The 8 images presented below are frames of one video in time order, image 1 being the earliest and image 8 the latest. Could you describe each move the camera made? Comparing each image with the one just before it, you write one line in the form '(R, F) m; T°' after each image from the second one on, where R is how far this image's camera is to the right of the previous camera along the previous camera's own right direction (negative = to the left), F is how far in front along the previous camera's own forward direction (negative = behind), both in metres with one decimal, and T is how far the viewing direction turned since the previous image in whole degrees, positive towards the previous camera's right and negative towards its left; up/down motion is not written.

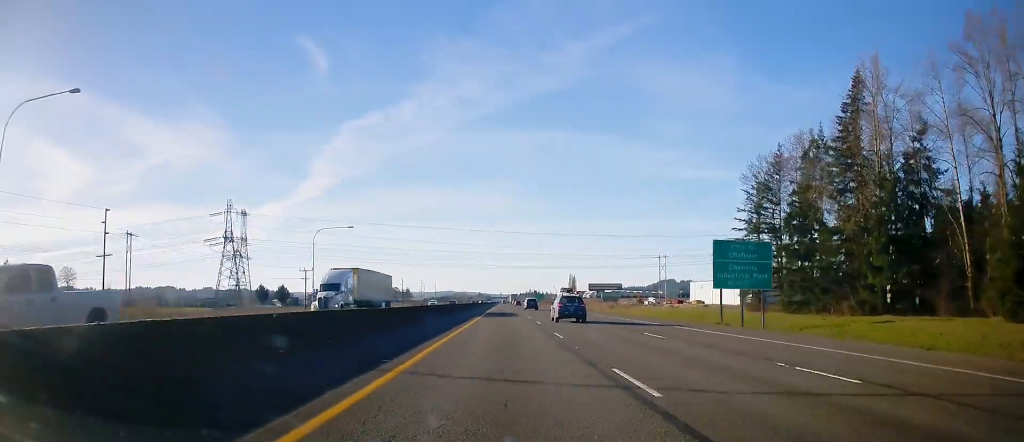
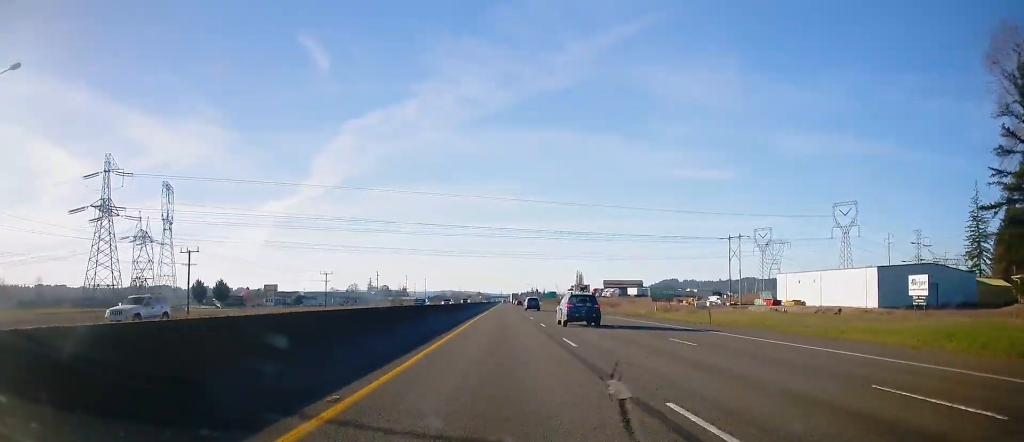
(+0.4, +64.7) m; +1°
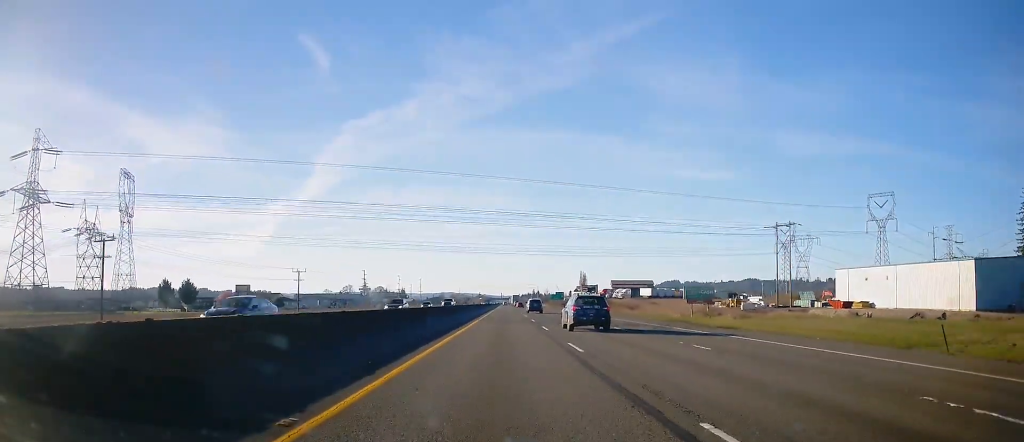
(+0.4, +25.7) m; 0°
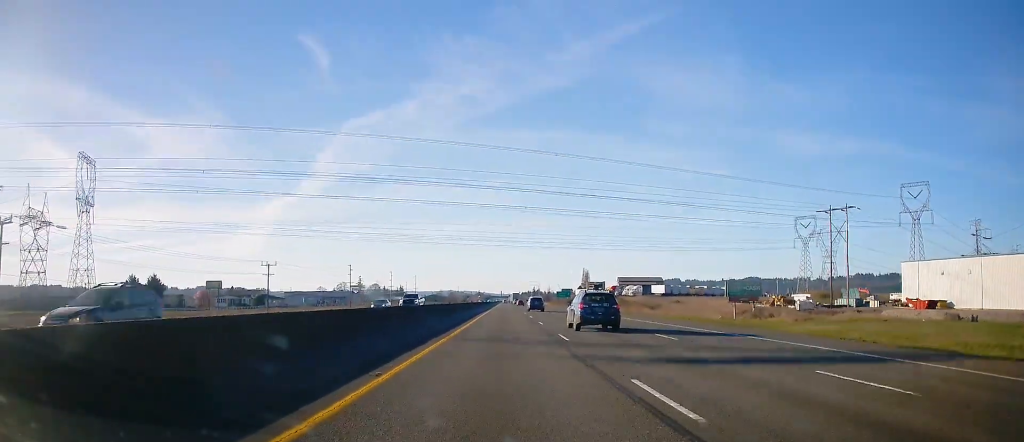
(-0.6, +21.2) m; 0°
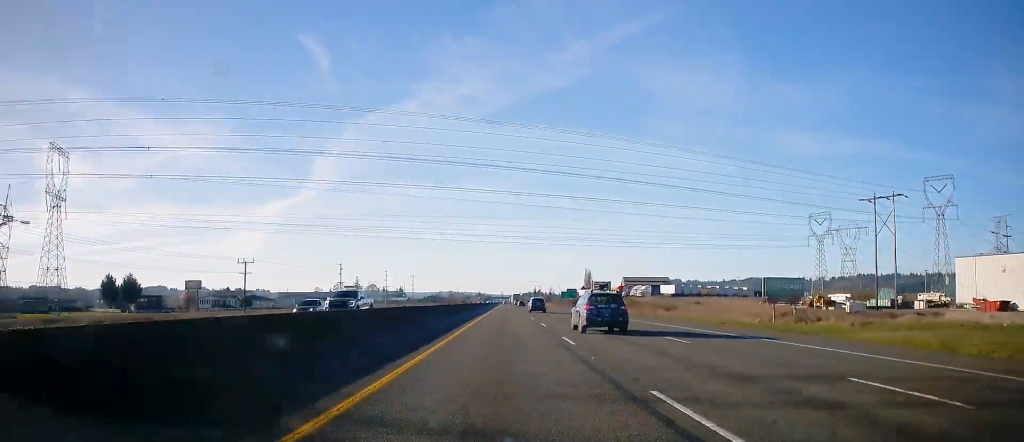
(-0.2, +13.4) m; 0°
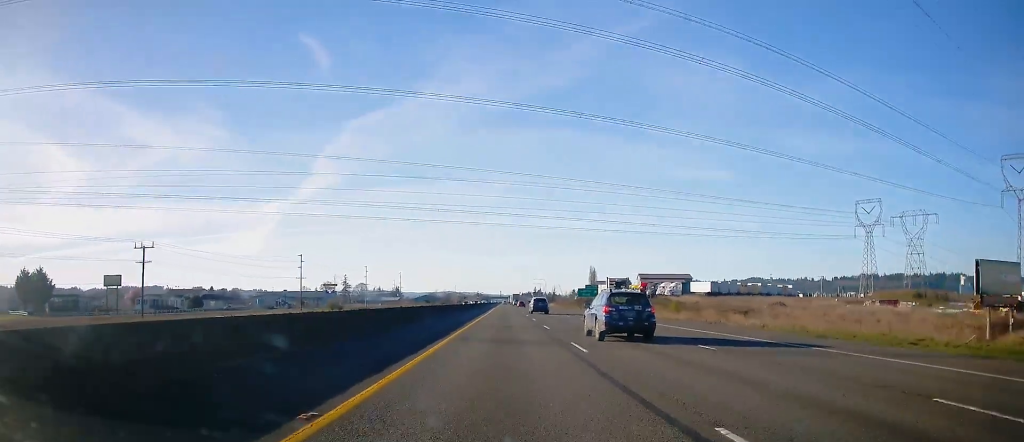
(+0.4, +38.9) m; 0°
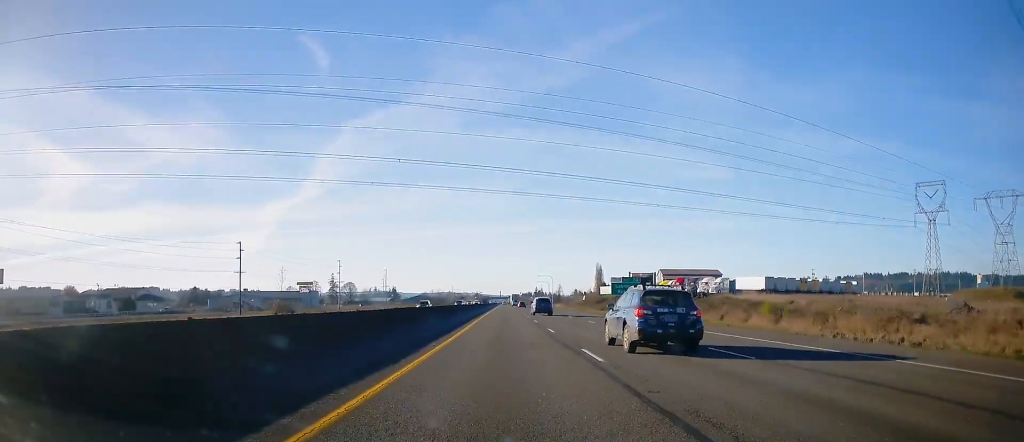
(-0.3, +38.9) m; 0°
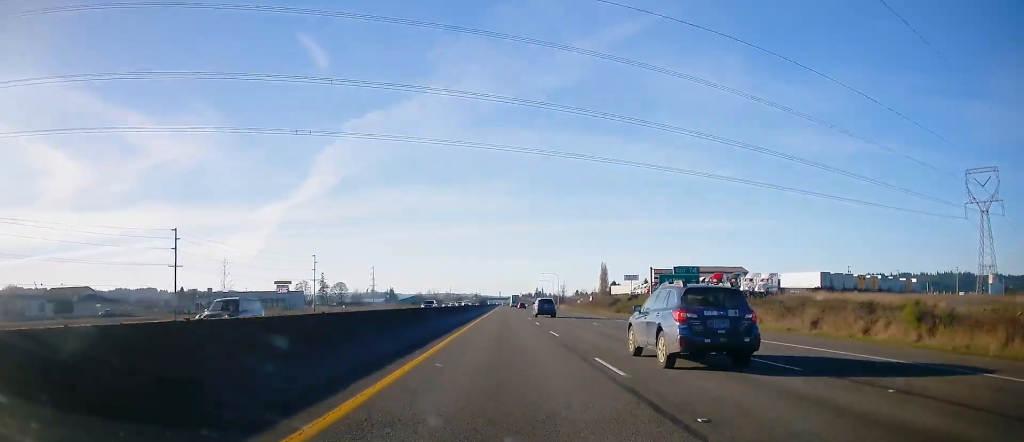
(0.0, +26.6) m; 0°
